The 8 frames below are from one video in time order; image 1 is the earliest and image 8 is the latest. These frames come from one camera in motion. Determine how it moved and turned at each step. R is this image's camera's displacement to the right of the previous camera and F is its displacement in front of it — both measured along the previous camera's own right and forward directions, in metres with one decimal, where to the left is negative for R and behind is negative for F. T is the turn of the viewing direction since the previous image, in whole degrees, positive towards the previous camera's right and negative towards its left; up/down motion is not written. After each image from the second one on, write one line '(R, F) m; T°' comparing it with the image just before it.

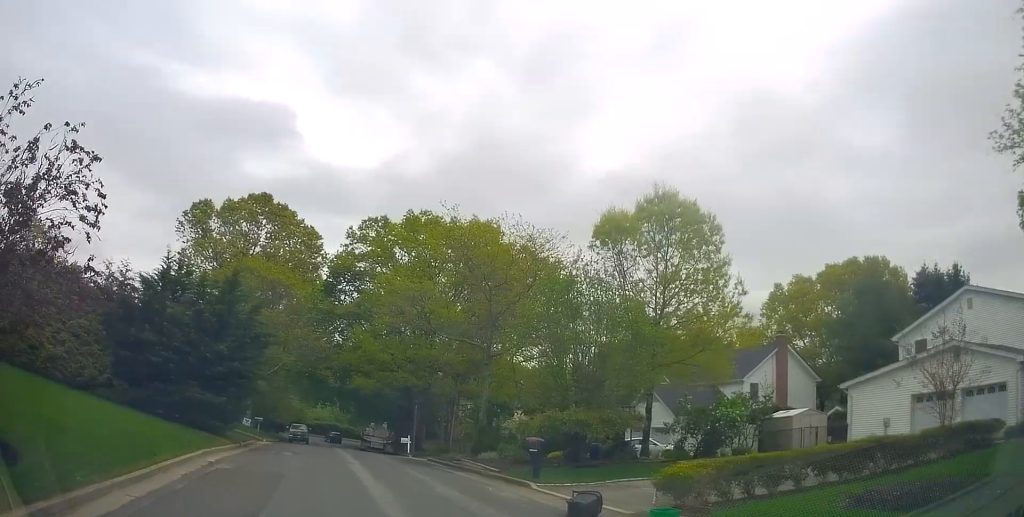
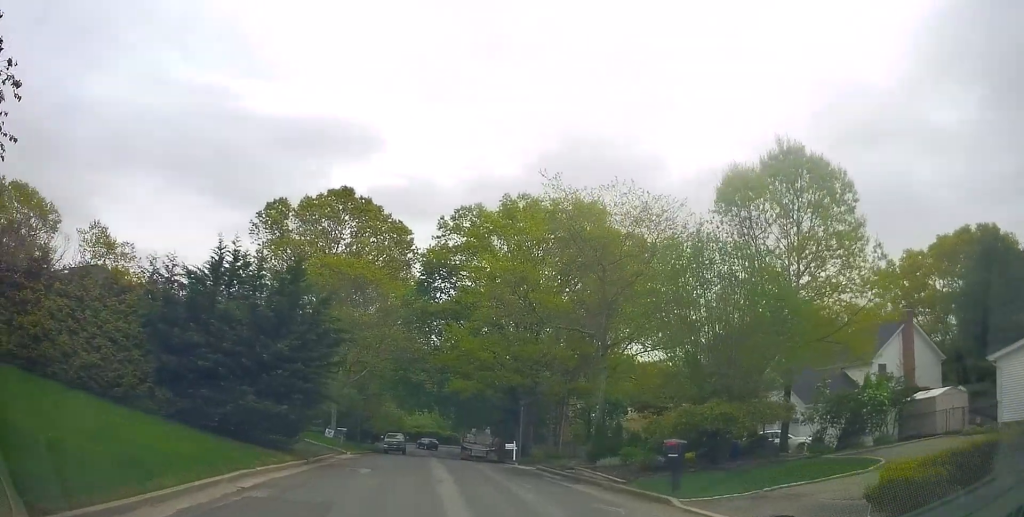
(-0.3, +4.3) m; -8°
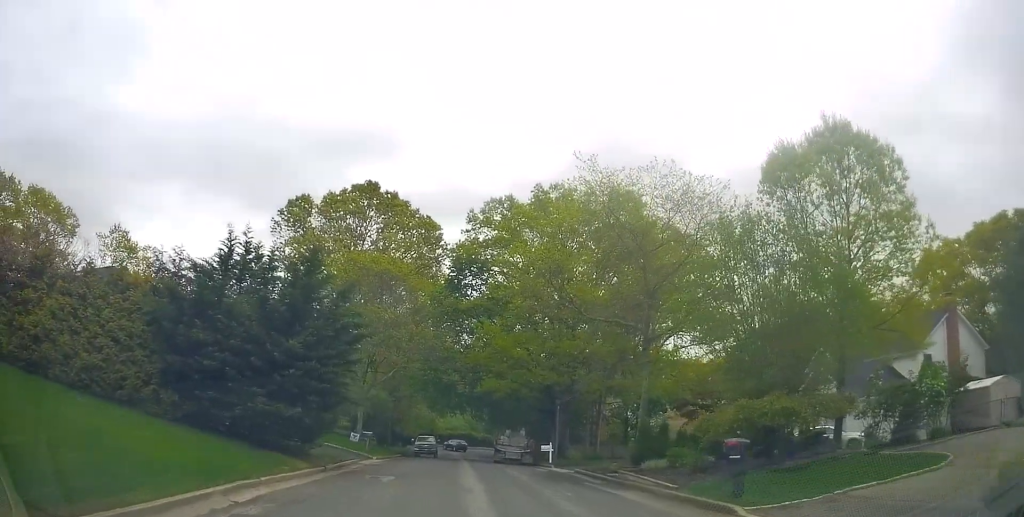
(-0.1, +1.9) m; -3°
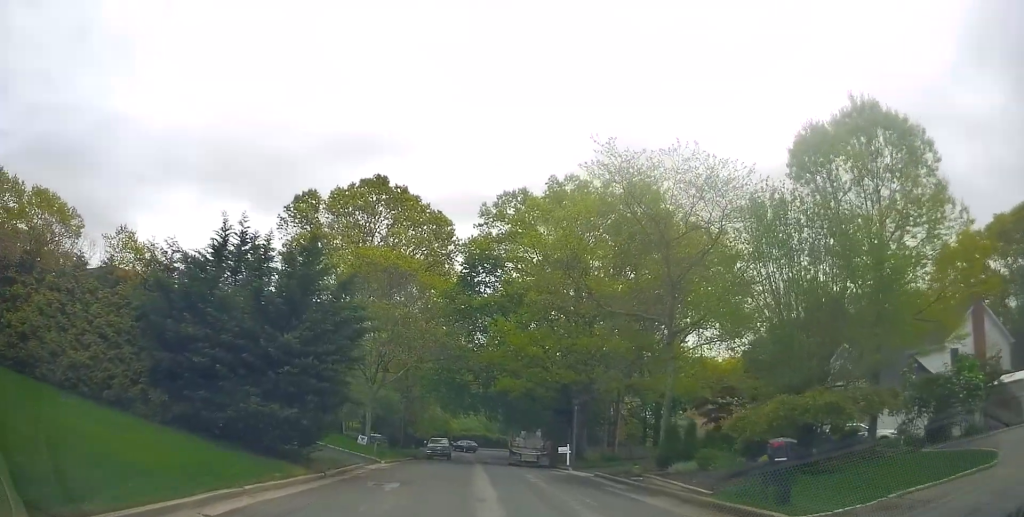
(0.0, +1.7) m; -3°
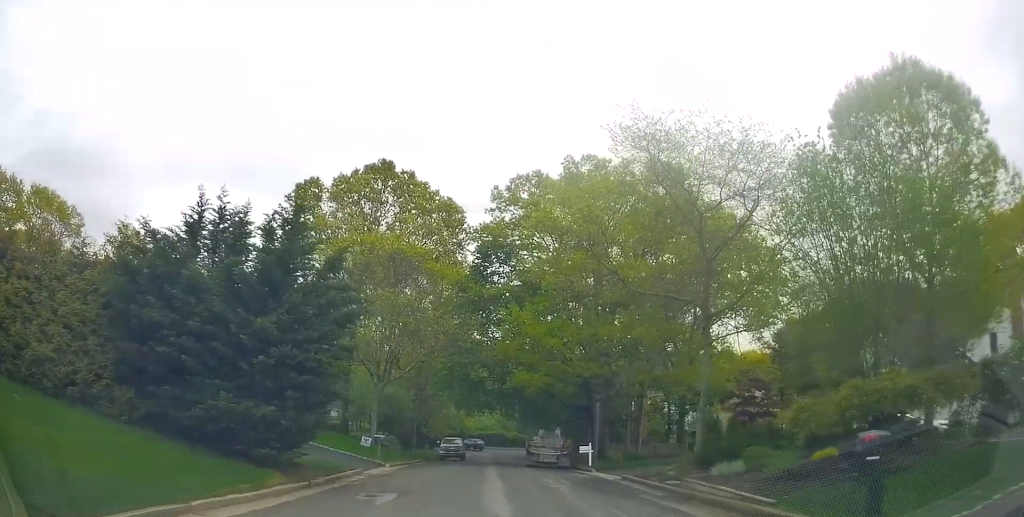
(0.0, +2.9) m; -4°
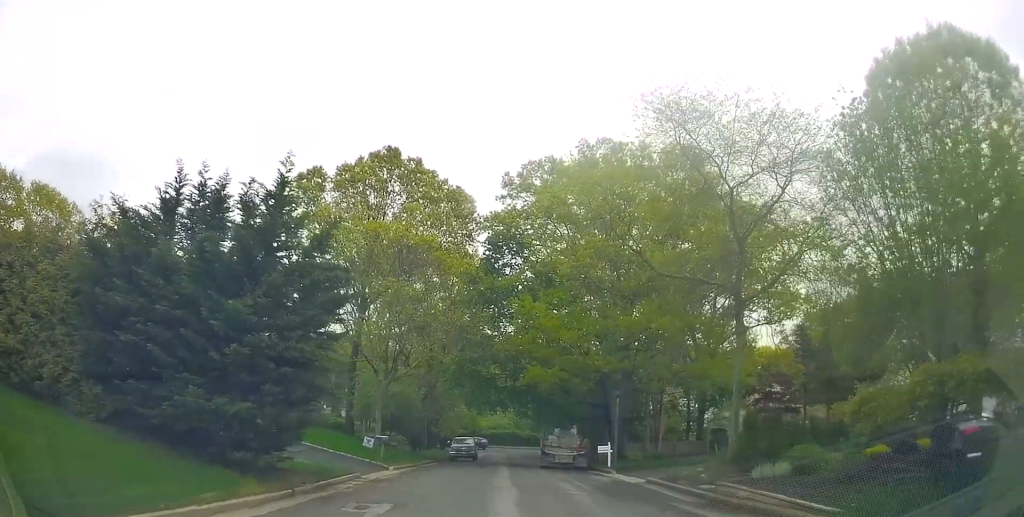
(-0.2, +2.4) m; -3°
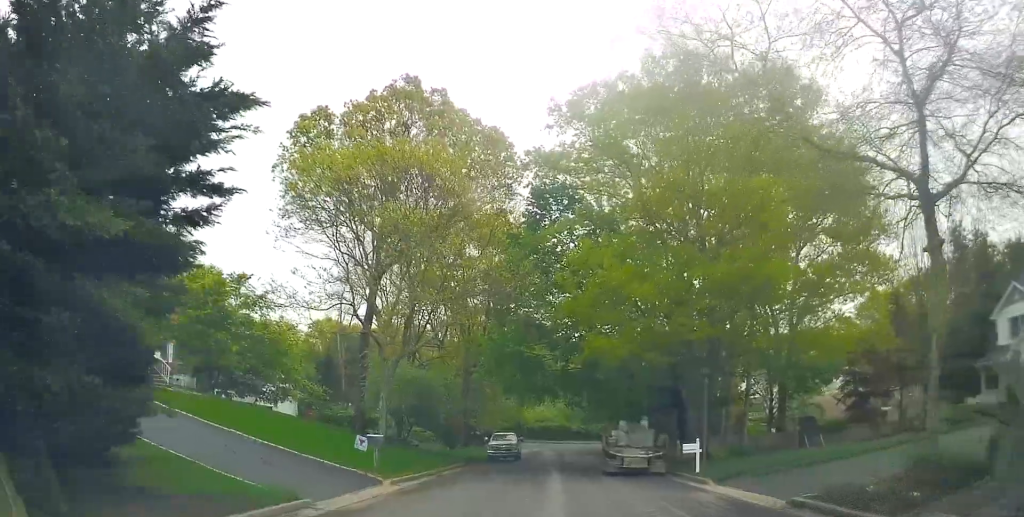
(-0.4, +8.5) m; -4°
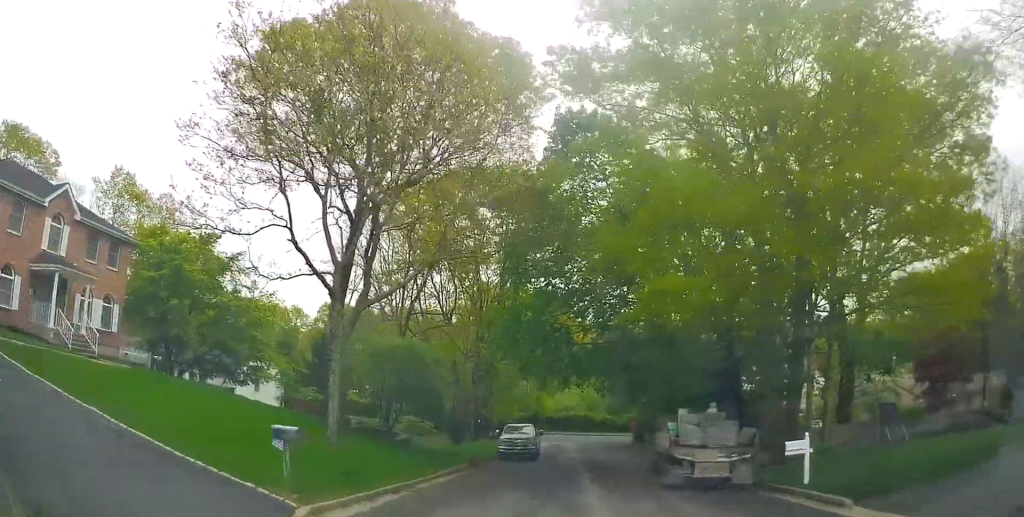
(-0.1, +6.8) m; -1°
